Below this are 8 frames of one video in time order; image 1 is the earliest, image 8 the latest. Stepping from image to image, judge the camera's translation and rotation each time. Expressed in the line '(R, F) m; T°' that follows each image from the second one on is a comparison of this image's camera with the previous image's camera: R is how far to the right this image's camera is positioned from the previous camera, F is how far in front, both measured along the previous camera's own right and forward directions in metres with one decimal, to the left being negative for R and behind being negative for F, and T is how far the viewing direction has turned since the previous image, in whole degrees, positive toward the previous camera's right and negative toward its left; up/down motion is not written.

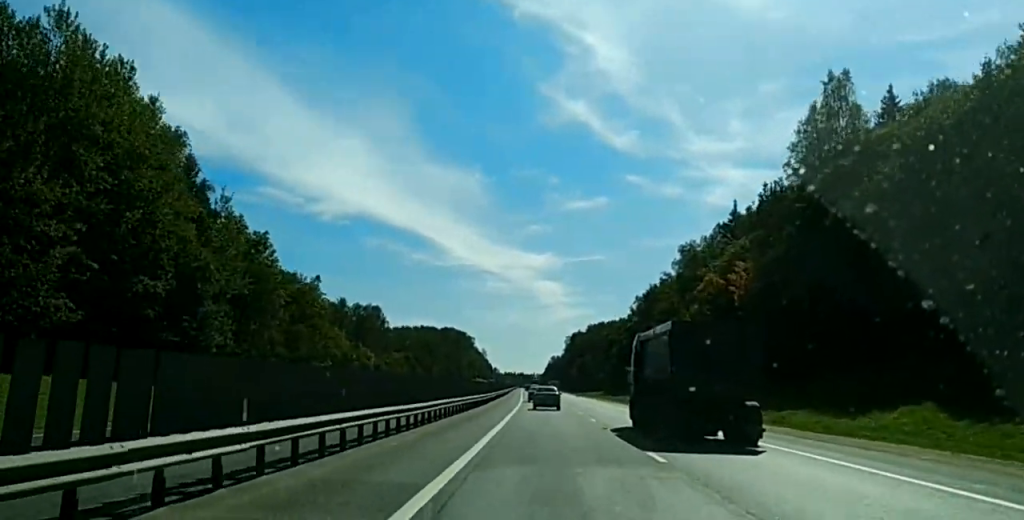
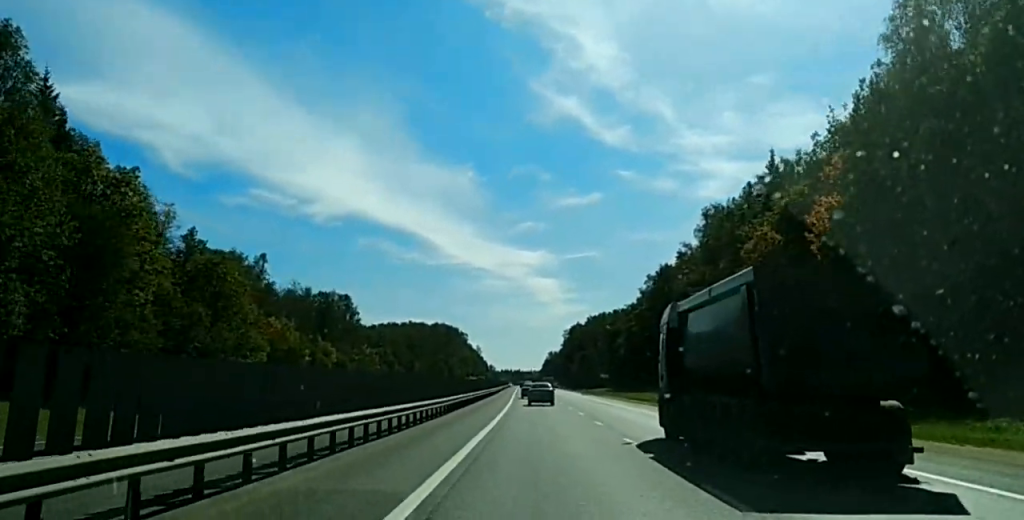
(0.0, +31.7) m; 0°
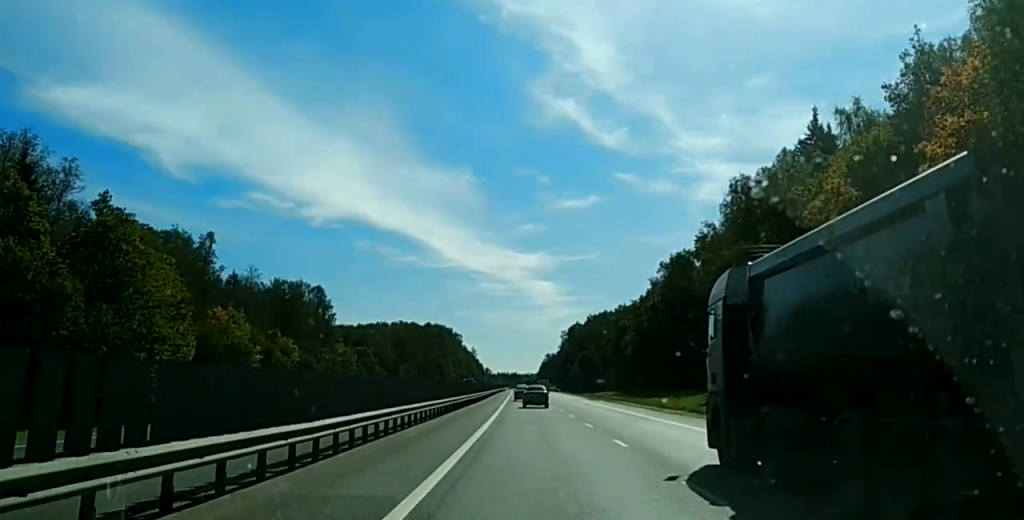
(0.0, +21.6) m; 0°
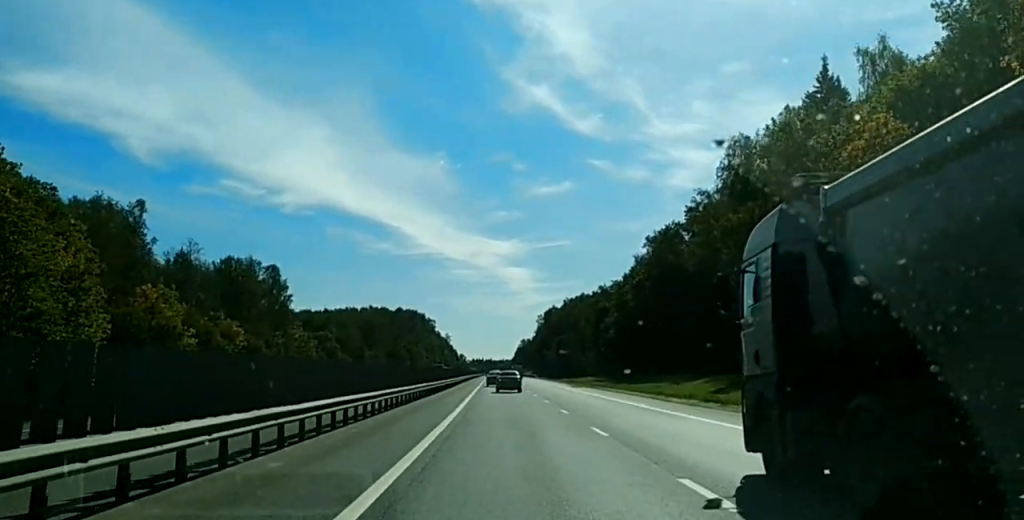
(0.0, +14.0) m; 0°
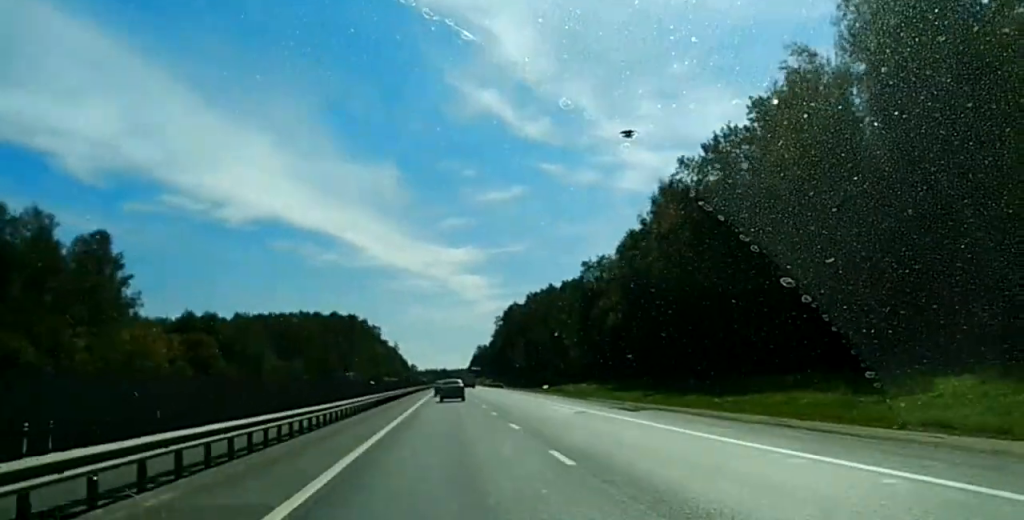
(-0.4, +50.9) m; -1°
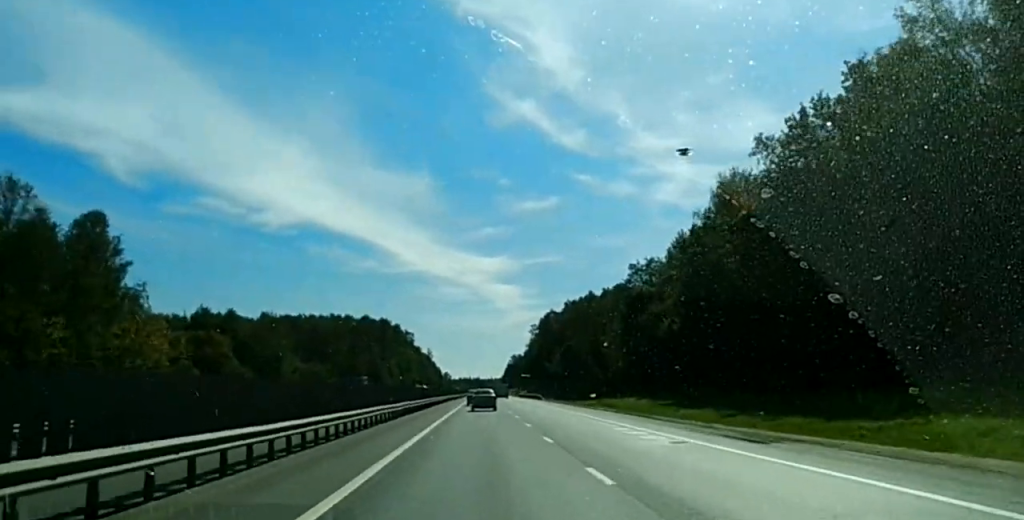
(0.0, +12.7) m; 0°
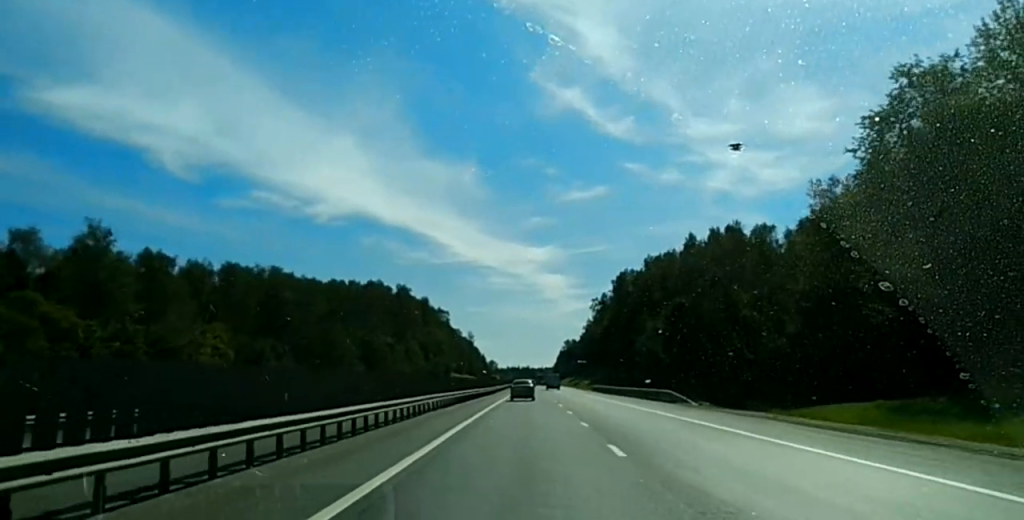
(+0.6, +91.7) m; +2°
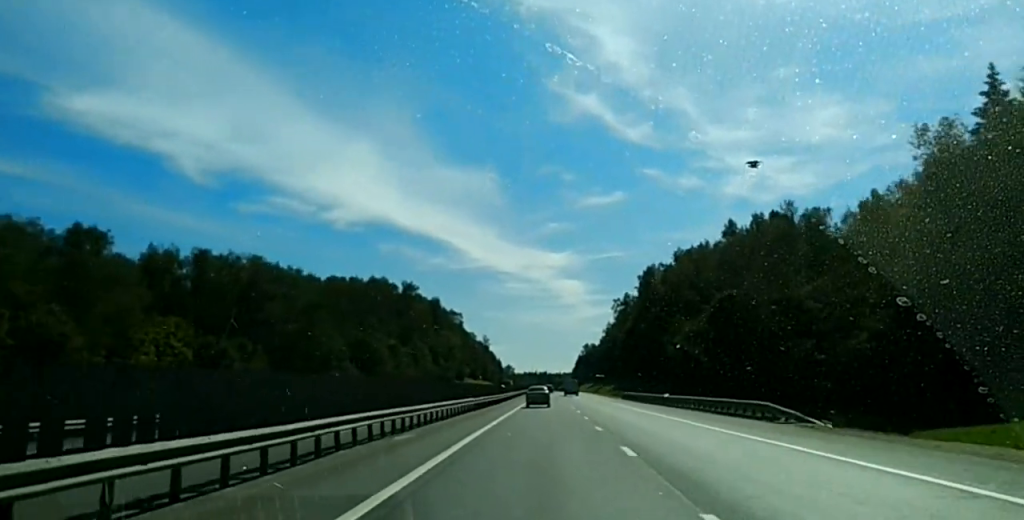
(+0.3, +23.3) m; +1°
